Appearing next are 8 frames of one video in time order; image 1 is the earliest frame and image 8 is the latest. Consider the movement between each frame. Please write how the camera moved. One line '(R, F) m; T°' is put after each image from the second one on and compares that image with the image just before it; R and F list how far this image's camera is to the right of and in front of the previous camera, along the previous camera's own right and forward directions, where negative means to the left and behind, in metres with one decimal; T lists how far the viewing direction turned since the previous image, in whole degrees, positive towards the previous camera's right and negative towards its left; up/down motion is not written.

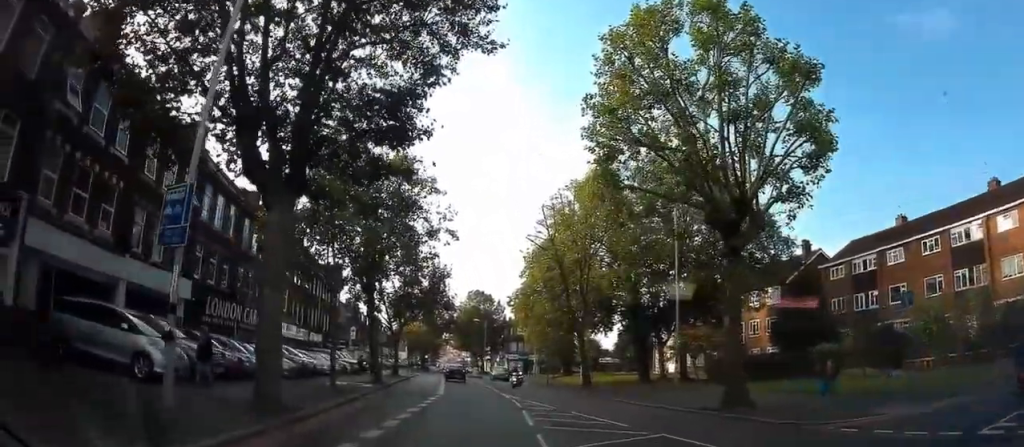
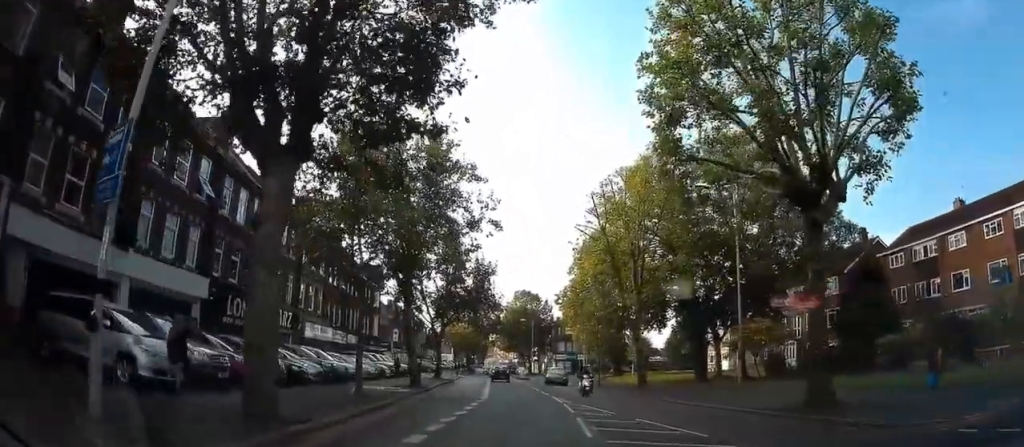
(-0.1, +2.4) m; -4°
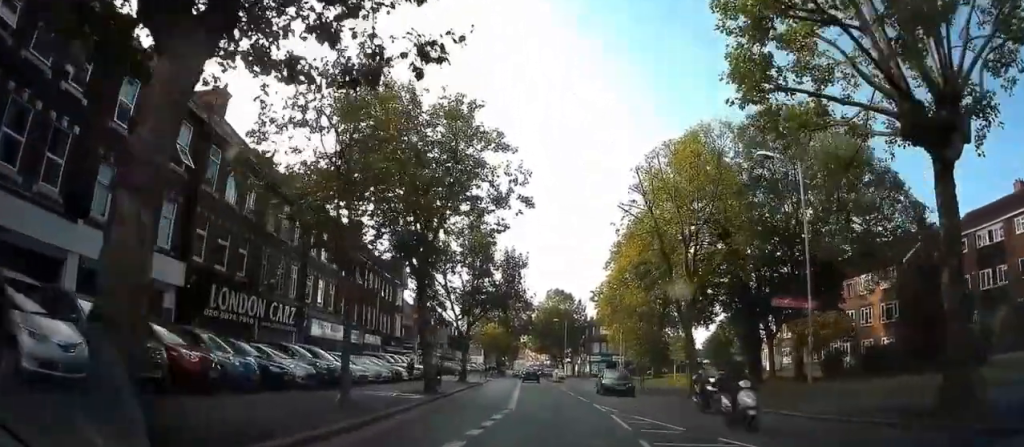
(-0.2, +4.3) m; -2°
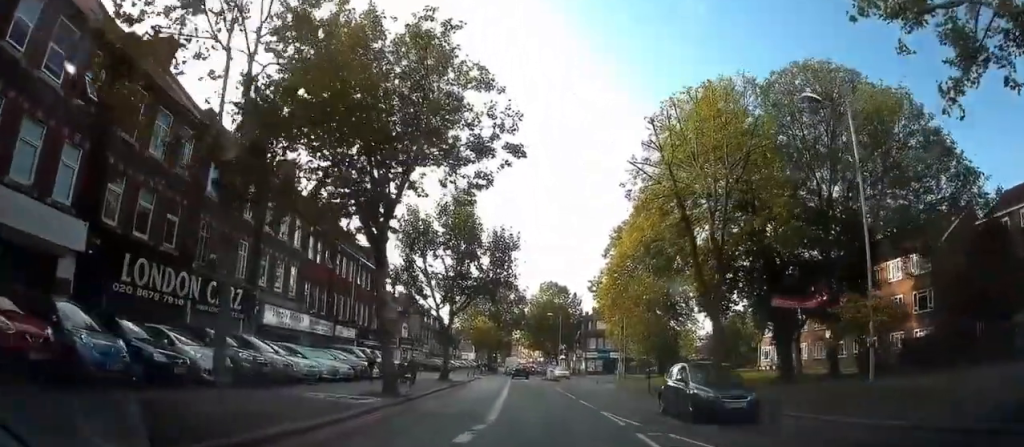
(0.0, +5.2) m; 0°
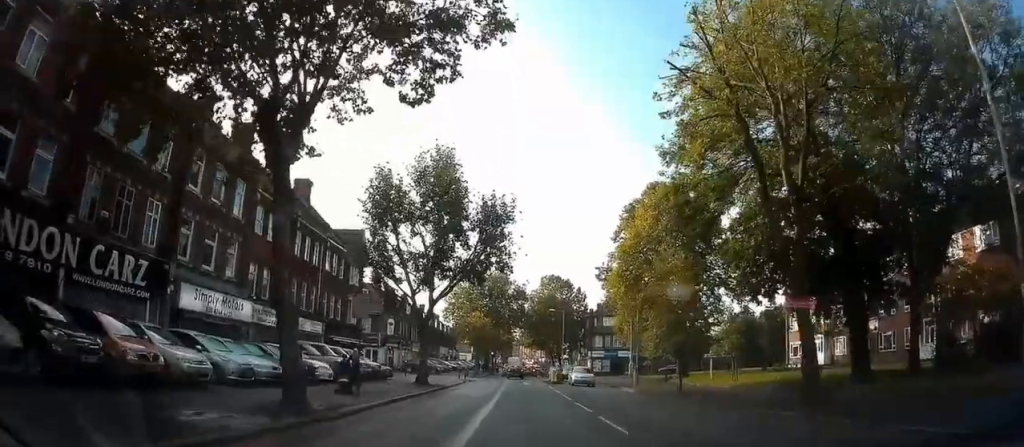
(0.0, +7.0) m; 0°
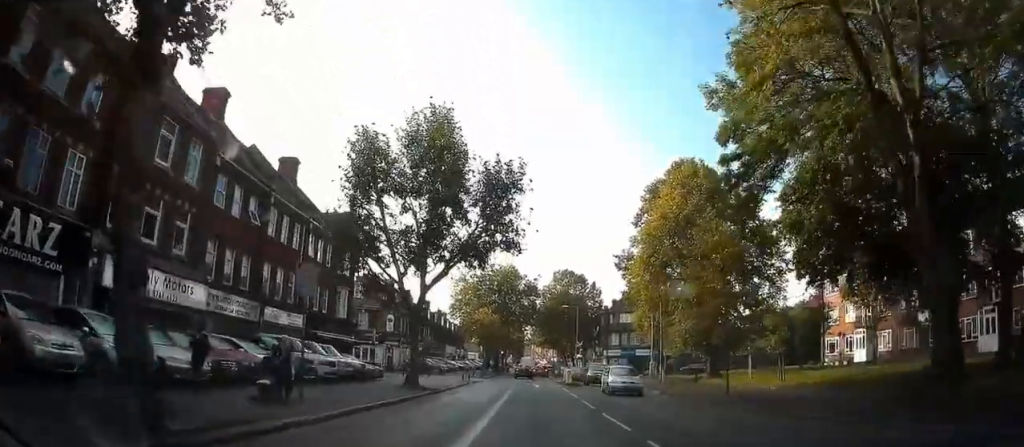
(0.0, +5.2) m; -1°
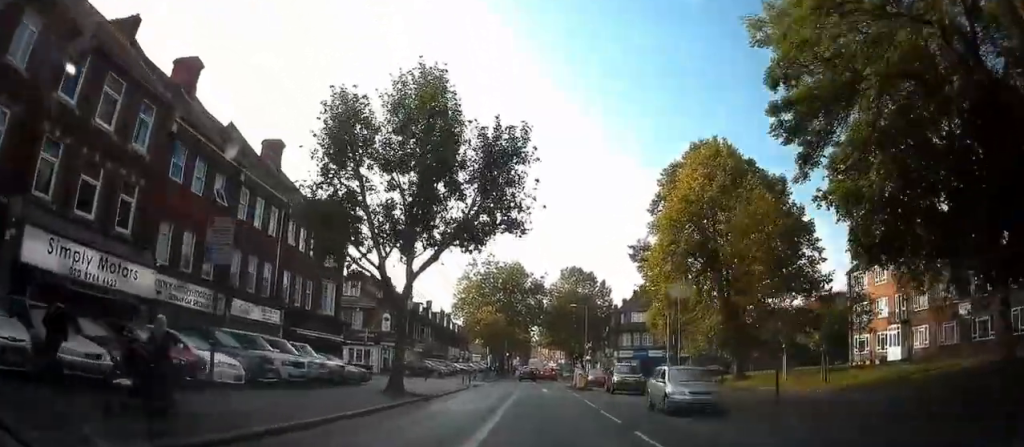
(0.0, +4.0) m; -1°
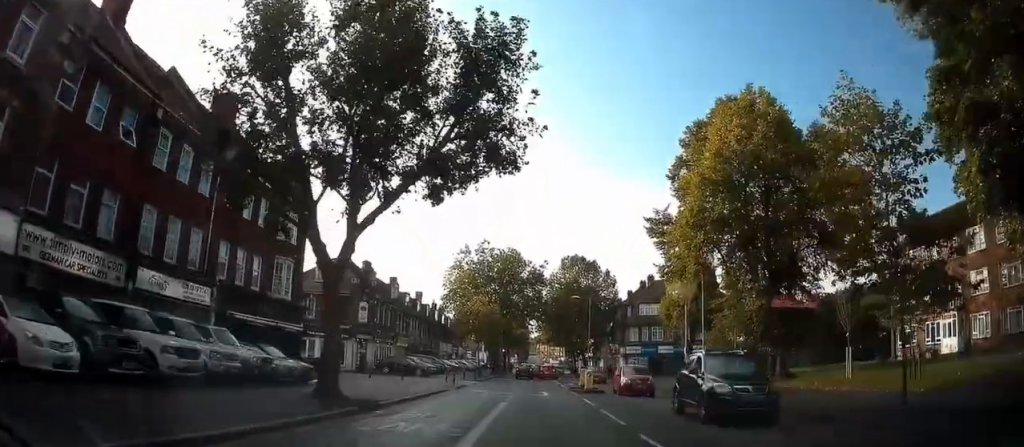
(-0.1, +6.9) m; -1°
